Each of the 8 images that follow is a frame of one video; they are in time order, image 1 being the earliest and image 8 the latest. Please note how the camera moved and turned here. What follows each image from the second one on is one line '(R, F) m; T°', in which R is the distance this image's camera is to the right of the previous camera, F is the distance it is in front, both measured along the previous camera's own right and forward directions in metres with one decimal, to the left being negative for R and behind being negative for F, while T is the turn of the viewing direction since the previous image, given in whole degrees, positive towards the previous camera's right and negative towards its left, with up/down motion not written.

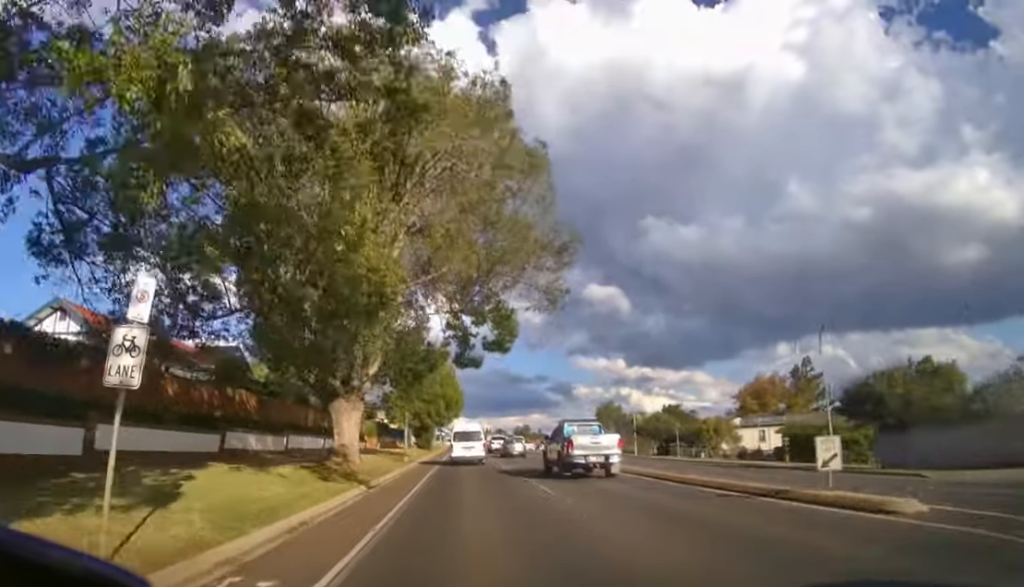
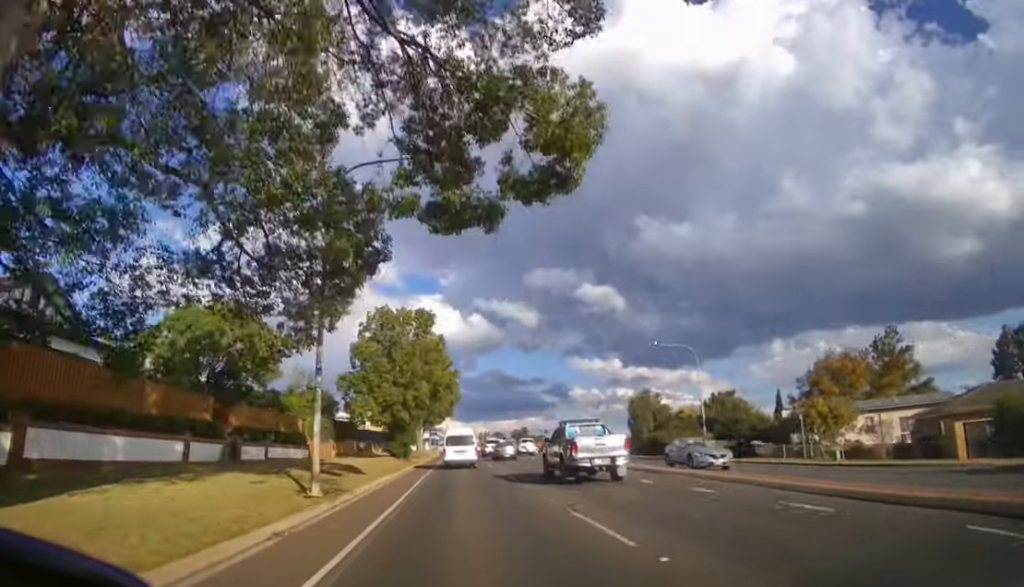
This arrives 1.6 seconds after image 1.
(0.0, +17.6) m; +1°
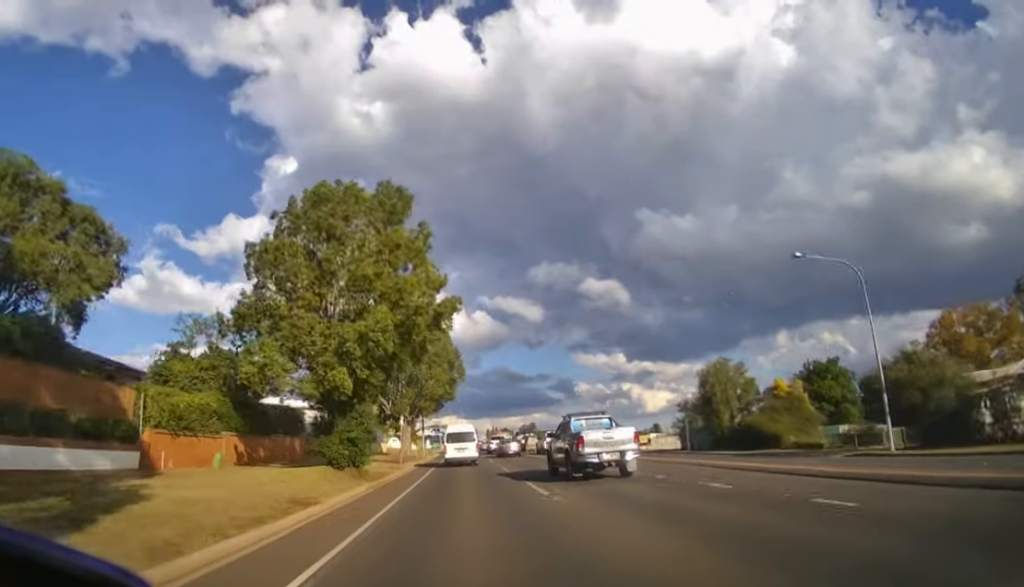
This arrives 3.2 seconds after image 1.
(0.0, +17.9) m; 0°
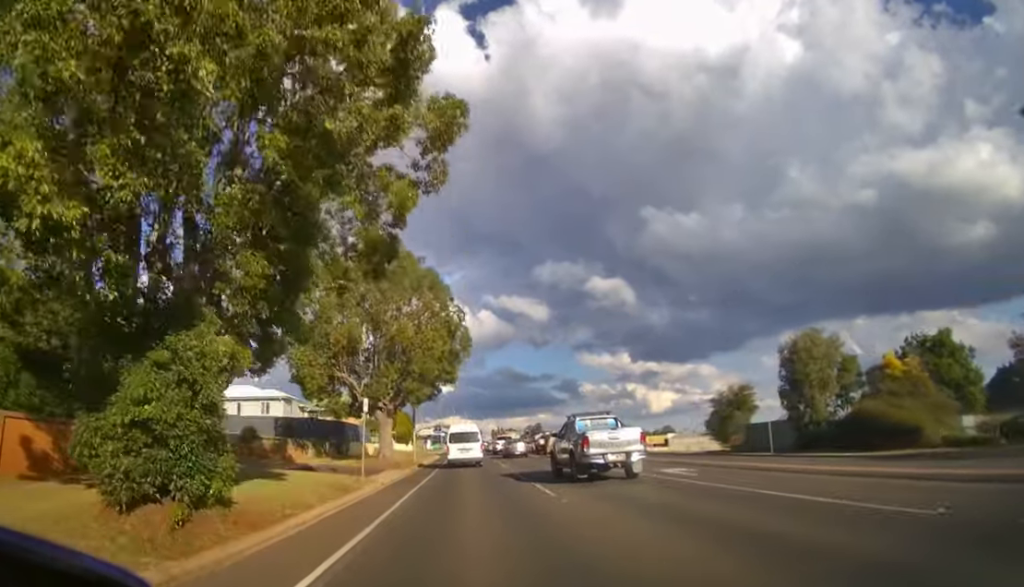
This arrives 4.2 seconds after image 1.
(0.0, +12.0) m; 0°
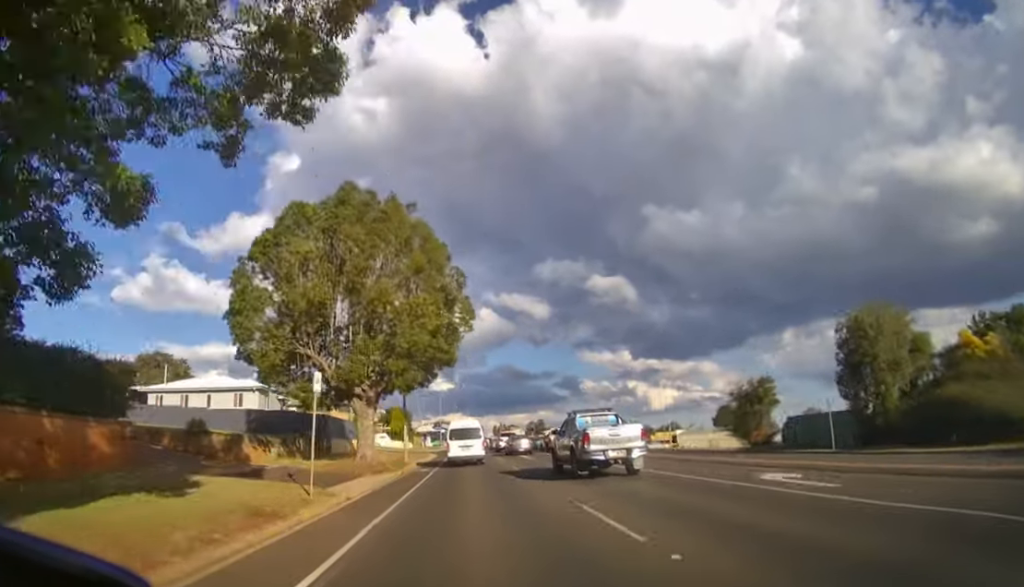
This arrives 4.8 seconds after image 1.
(0.0, +6.4) m; 0°
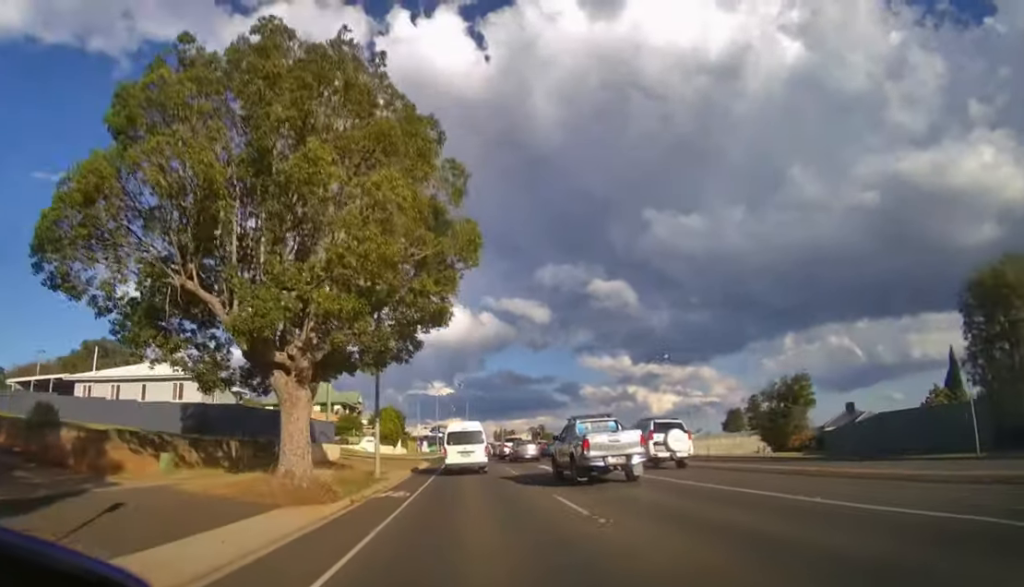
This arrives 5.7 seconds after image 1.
(0.0, +9.7) m; 0°
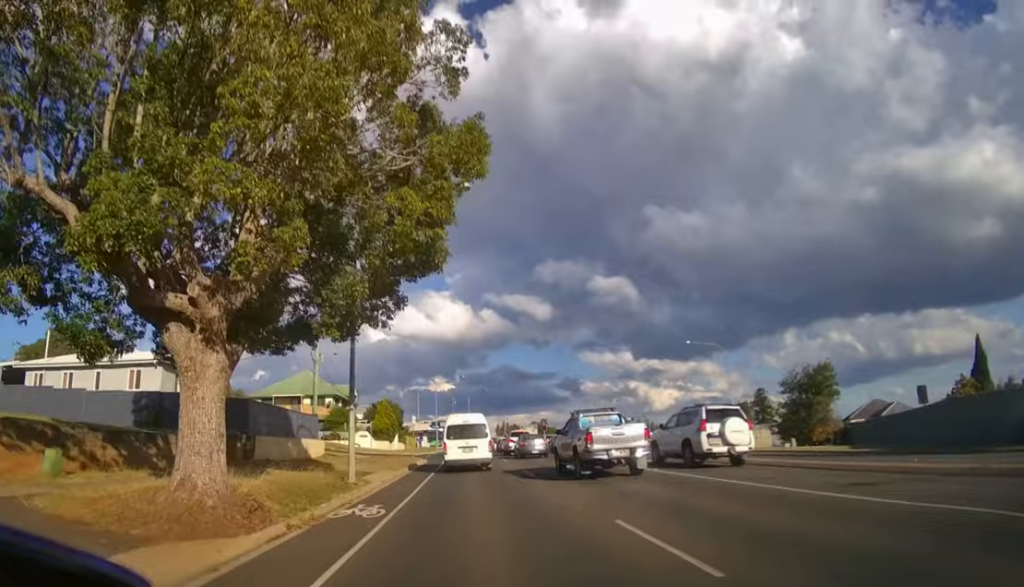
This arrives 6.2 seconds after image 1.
(+0.1, +5.3) m; 0°
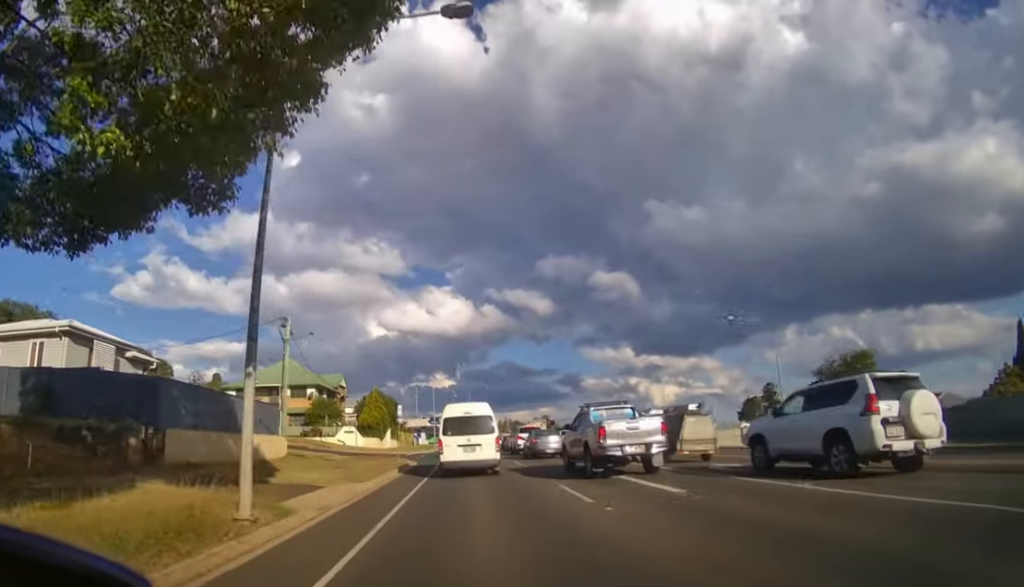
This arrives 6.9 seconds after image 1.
(0.0, +7.0) m; 0°
